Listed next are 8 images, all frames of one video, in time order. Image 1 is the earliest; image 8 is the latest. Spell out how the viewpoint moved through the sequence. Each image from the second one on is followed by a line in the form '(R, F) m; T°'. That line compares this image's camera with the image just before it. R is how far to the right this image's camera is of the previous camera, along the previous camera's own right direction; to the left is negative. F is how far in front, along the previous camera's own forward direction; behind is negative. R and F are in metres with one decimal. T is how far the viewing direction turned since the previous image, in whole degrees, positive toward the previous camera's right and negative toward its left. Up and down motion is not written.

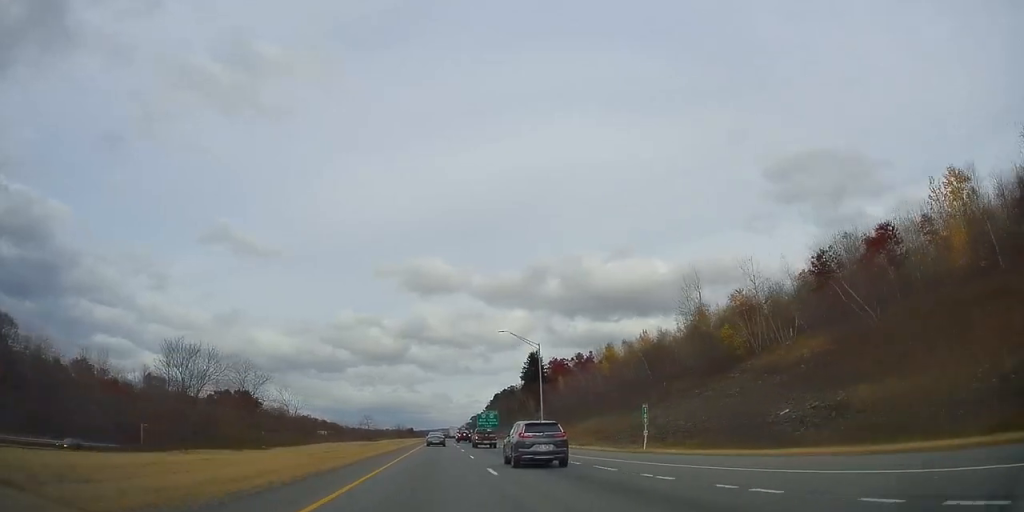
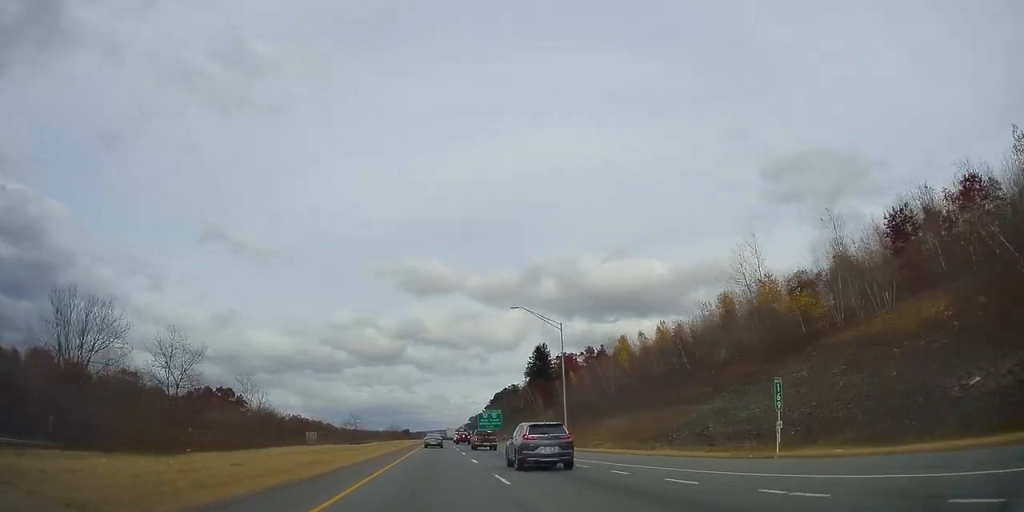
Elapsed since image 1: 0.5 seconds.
(+0.2, +14.6) m; +1°
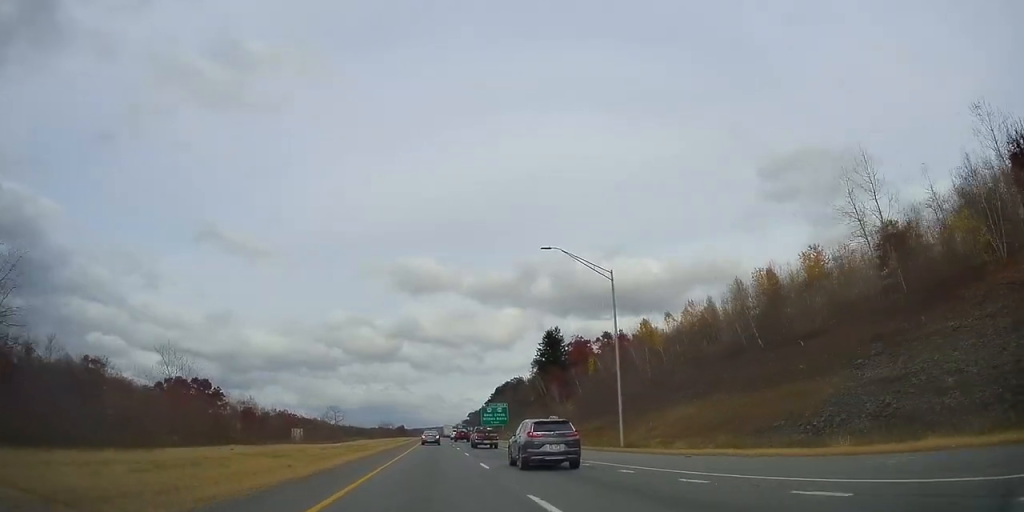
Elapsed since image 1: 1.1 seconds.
(+0.2, +18.6) m; 0°
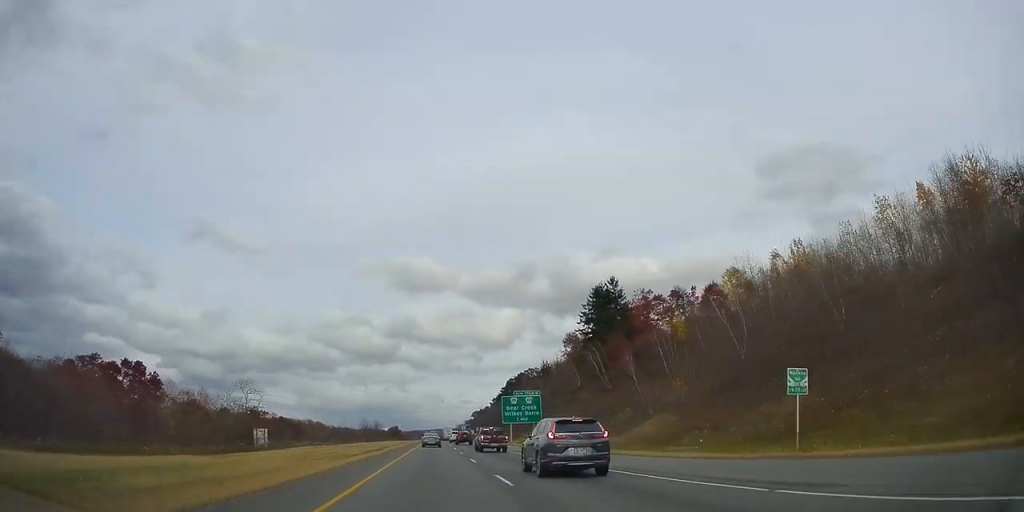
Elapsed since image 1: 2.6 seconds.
(-0.6, +42.2) m; -1°
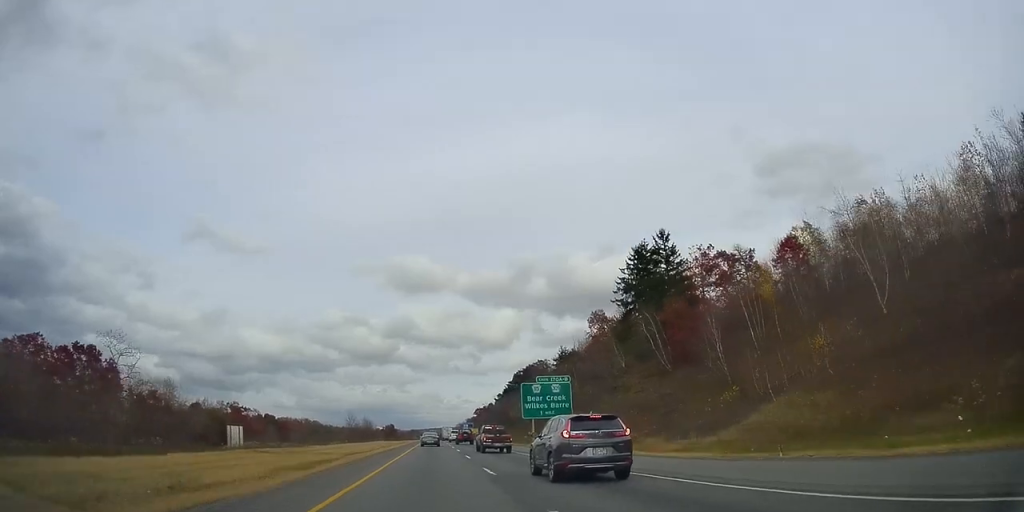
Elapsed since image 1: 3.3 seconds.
(+0.3, +20.8) m; 0°
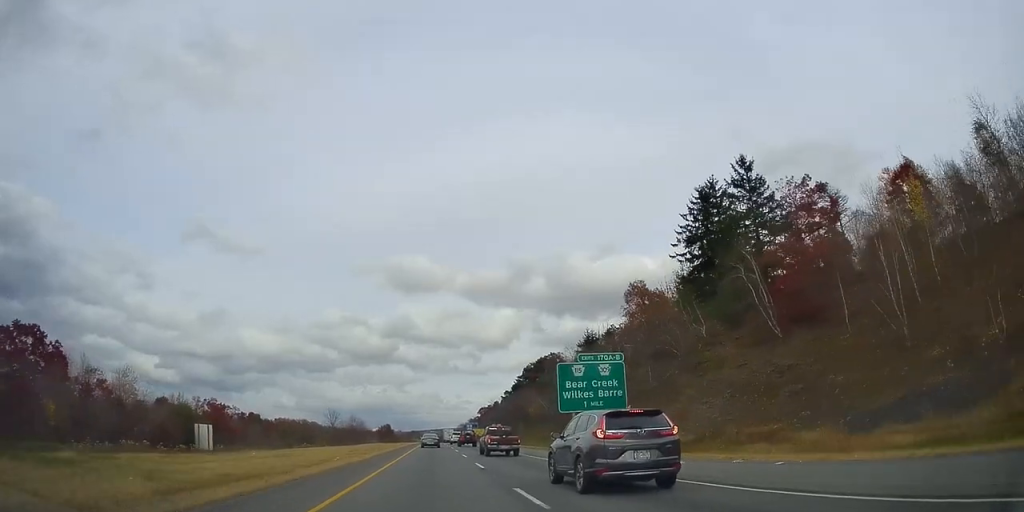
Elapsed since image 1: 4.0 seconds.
(+0.1, +20.4) m; 0°
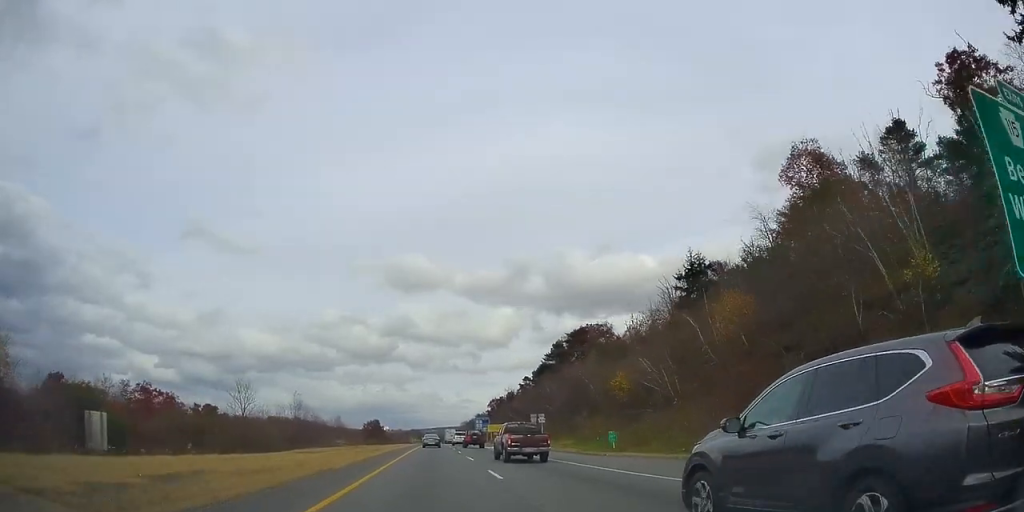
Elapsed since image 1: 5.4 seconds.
(-0.5, +42.4) m; 0°
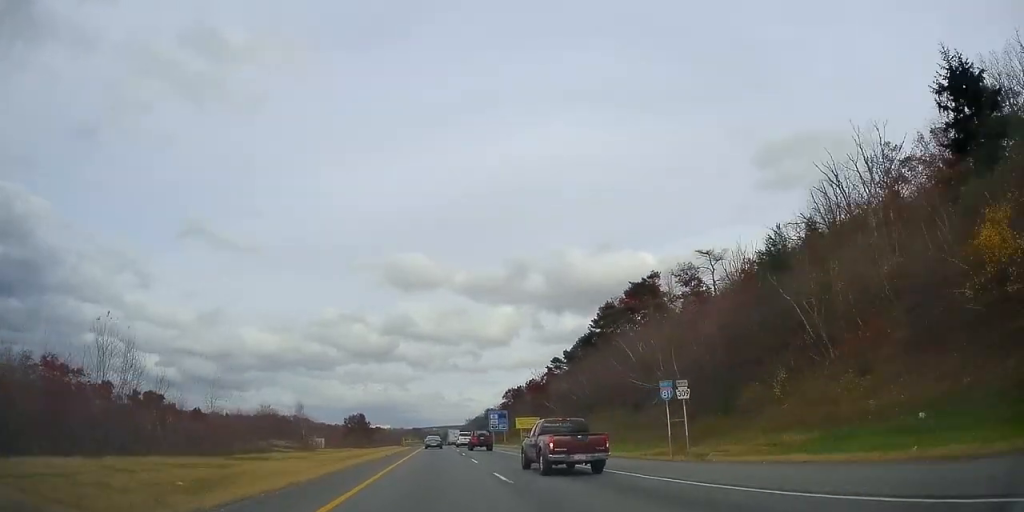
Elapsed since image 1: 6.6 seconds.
(+0.5, +37.4) m; +1°
